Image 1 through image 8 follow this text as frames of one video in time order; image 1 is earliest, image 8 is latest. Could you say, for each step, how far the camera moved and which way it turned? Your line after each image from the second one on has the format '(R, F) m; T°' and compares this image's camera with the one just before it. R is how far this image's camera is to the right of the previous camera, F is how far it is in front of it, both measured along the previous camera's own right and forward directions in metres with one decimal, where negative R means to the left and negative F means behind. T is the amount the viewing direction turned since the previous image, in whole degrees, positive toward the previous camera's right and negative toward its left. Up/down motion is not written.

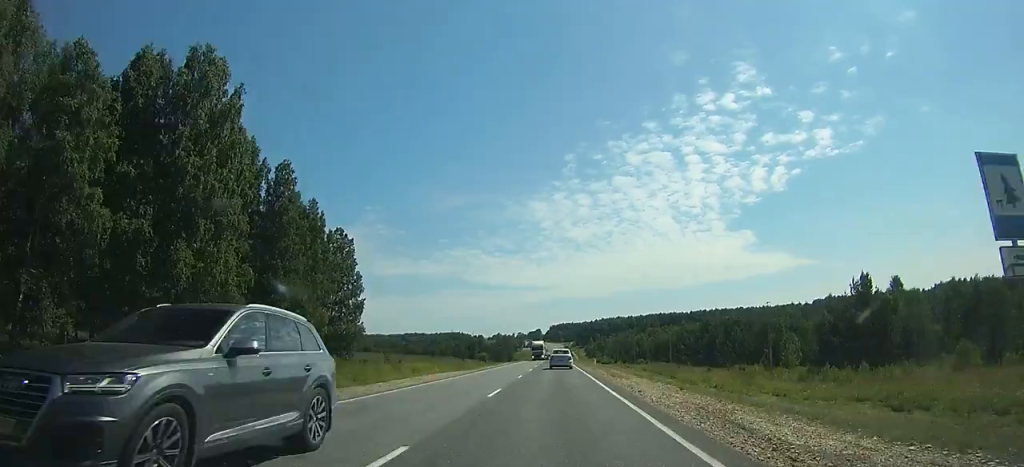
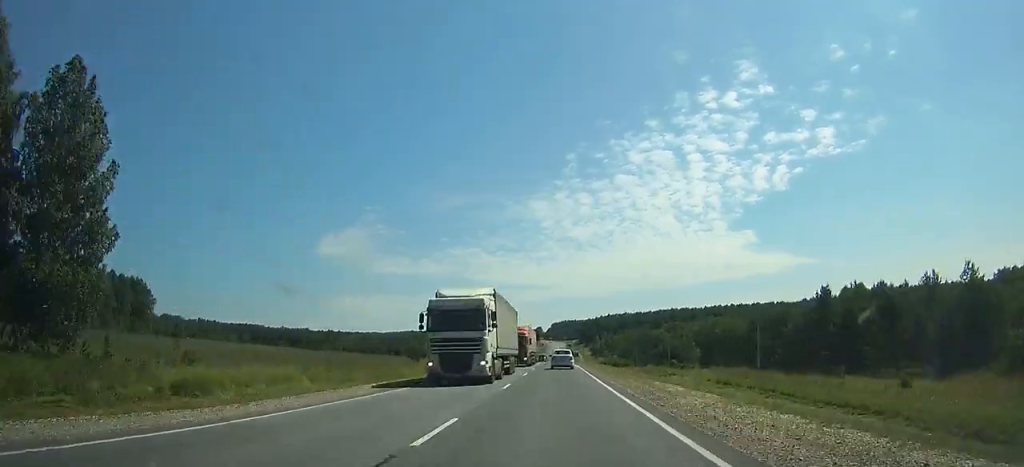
(-0.1, +57.8) m; 0°
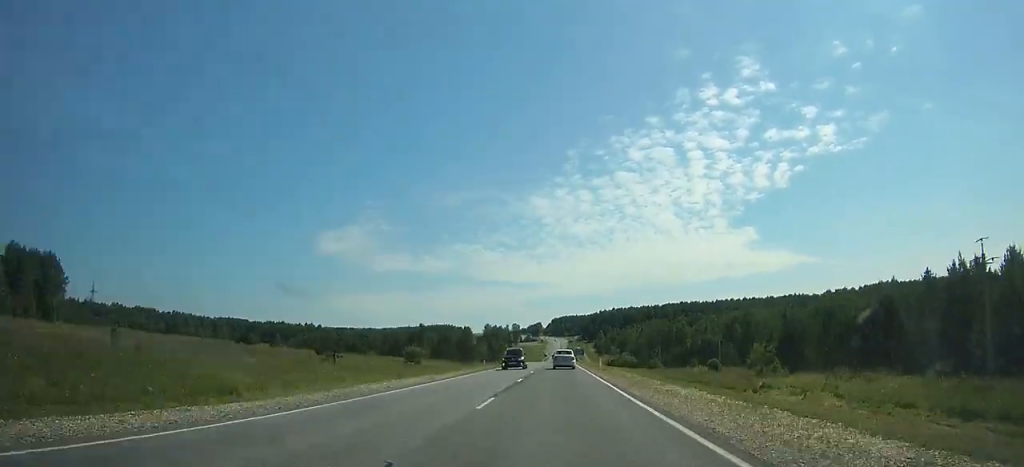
(-0.1, +43.4) m; 0°
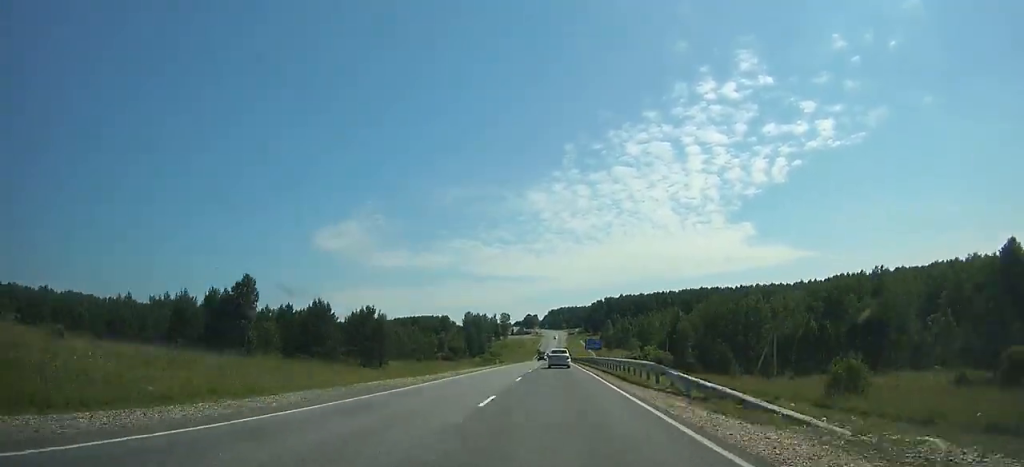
(+0.1, +84.6) m; 0°
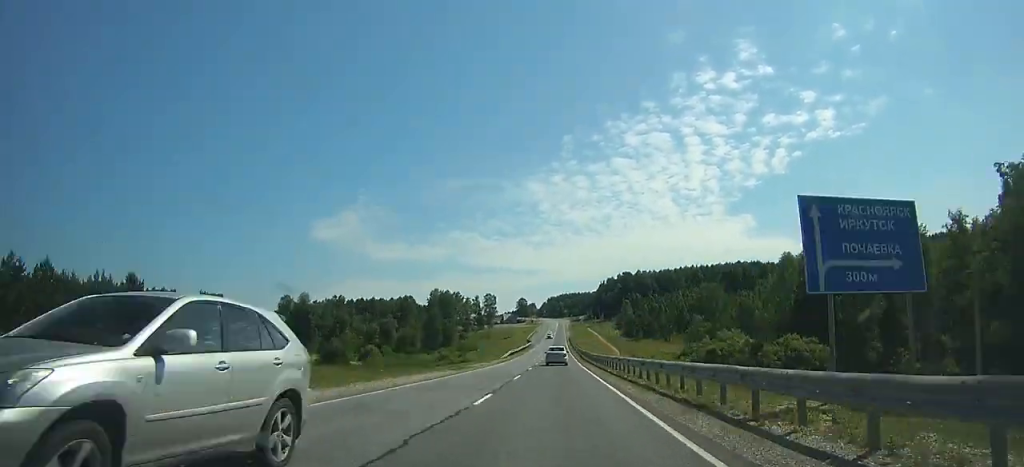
(0.0, +96.8) m; 0°
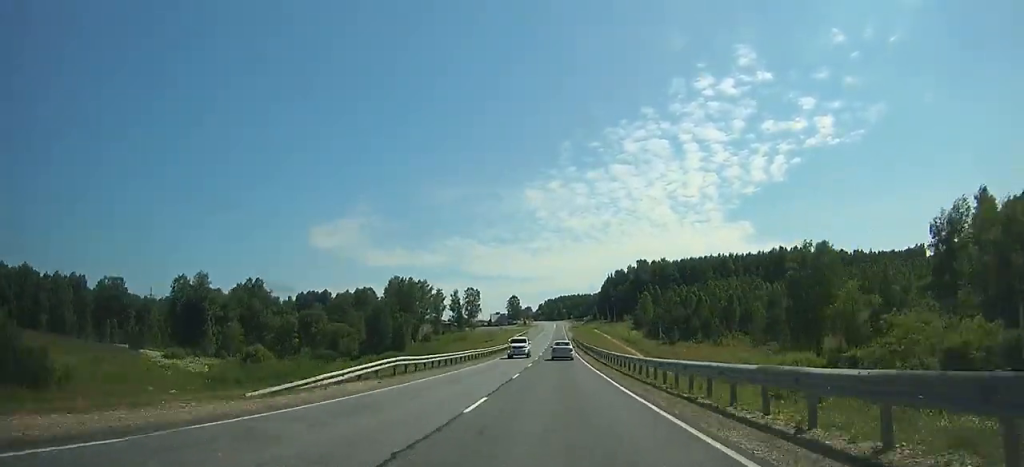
(0.0, +61.6) m; 0°
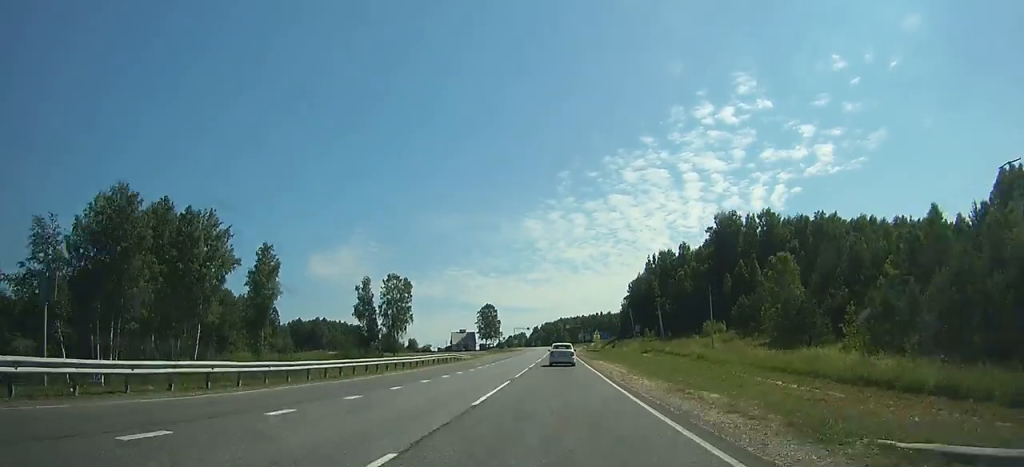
(+0.4, +124.5) m; 0°
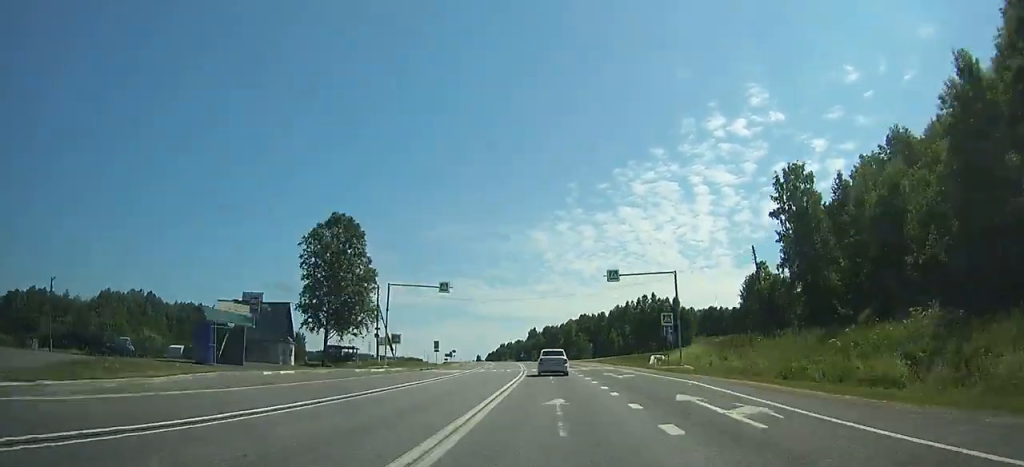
(-0.5, +158.1) m; -2°
